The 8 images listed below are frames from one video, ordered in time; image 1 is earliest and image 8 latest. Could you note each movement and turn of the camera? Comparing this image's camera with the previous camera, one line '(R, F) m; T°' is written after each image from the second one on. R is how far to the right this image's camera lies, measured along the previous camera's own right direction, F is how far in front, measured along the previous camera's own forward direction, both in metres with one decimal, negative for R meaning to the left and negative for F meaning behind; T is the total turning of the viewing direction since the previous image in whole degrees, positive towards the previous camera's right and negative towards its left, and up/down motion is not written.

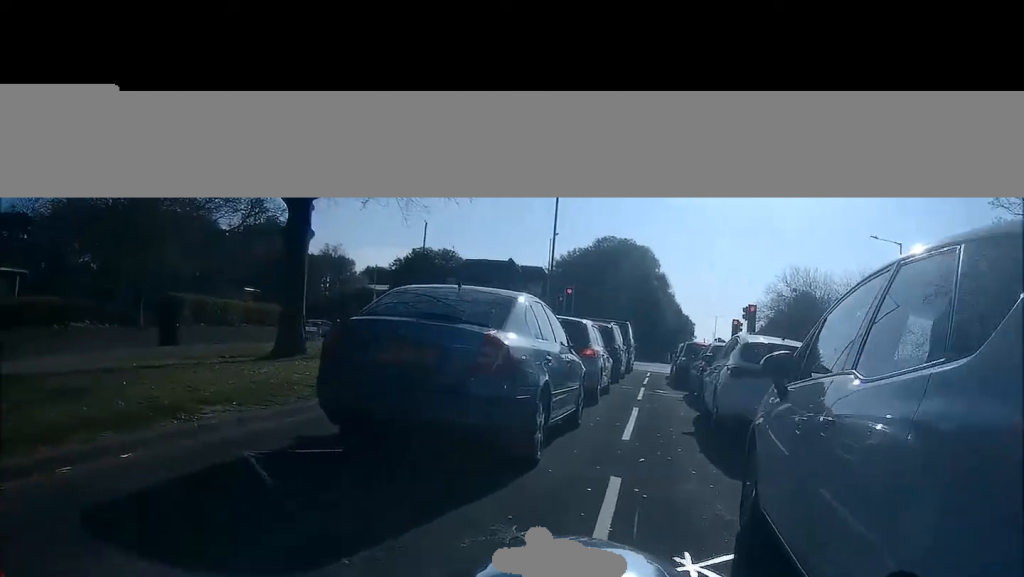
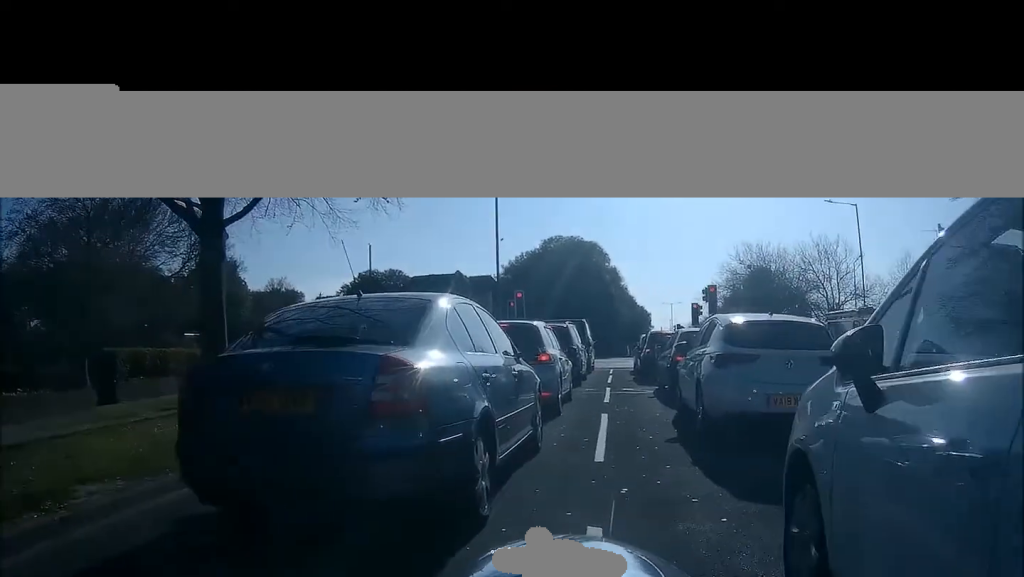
(0.0, +1.5) m; -6°
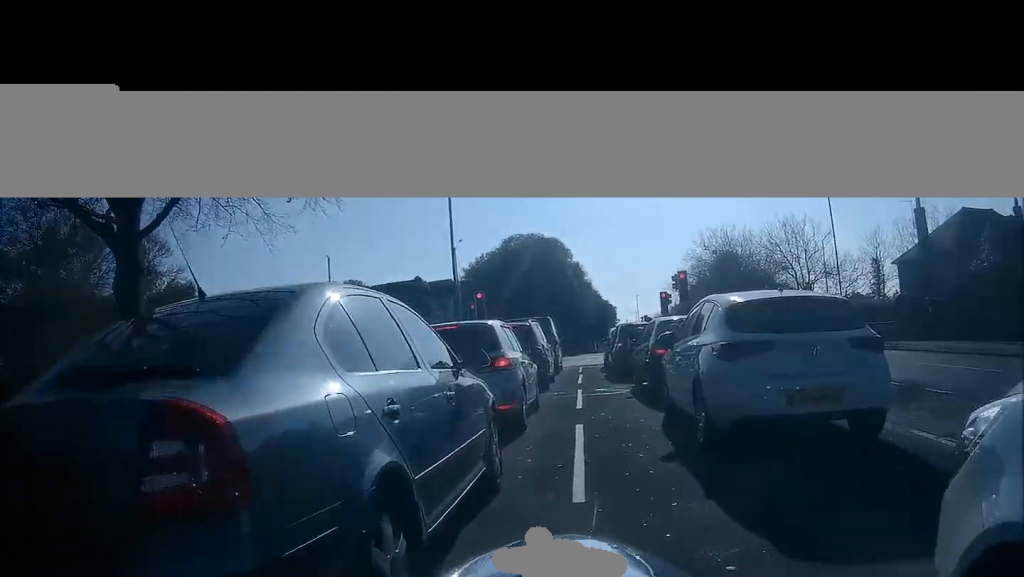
(-0.2, +1.6) m; +1°
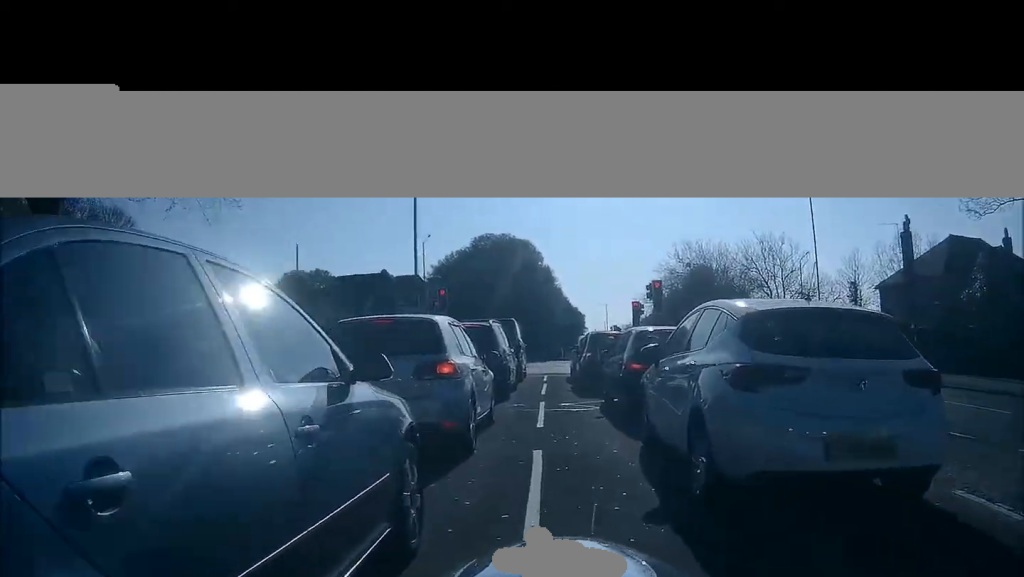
(+0.1, +1.4) m; +4°
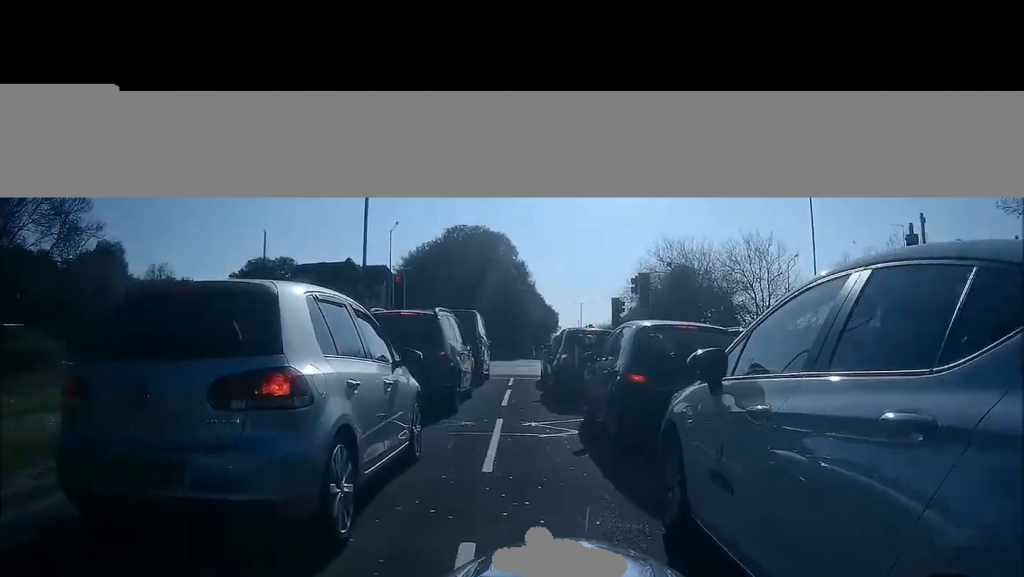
(+0.2, +3.2) m; +4°
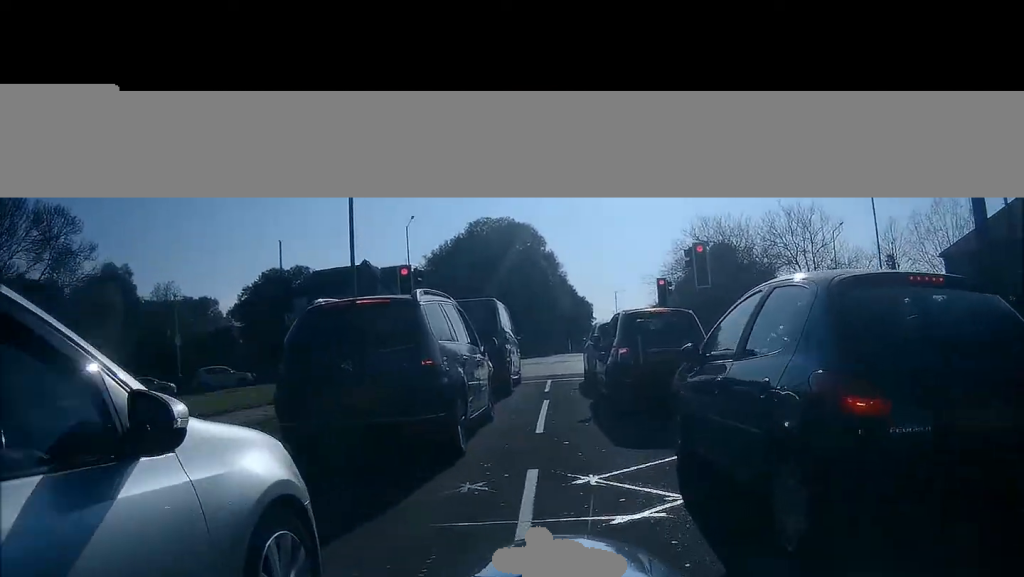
(0.0, +3.9) m; -3°
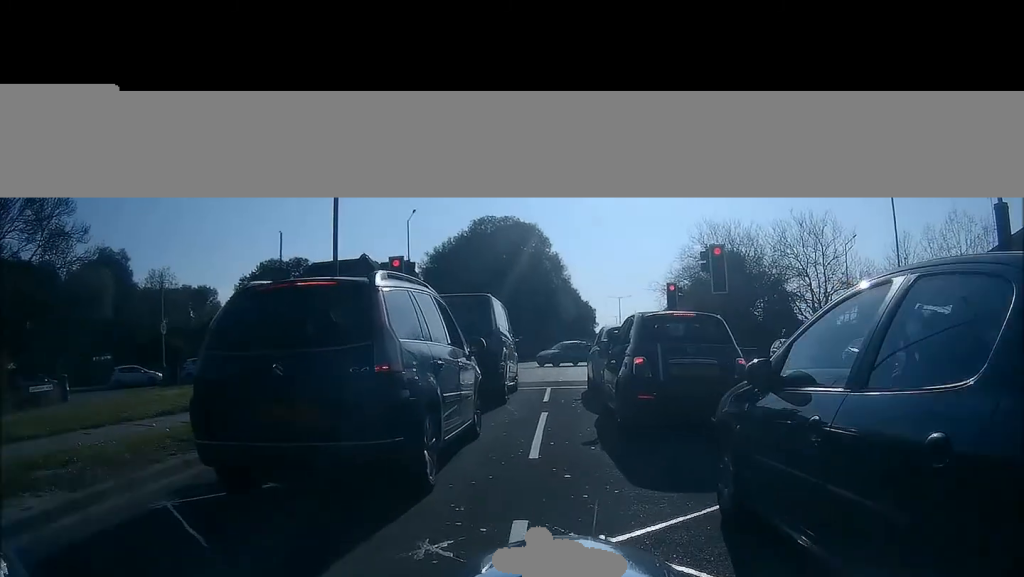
(0.0, +1.2) m; -2°
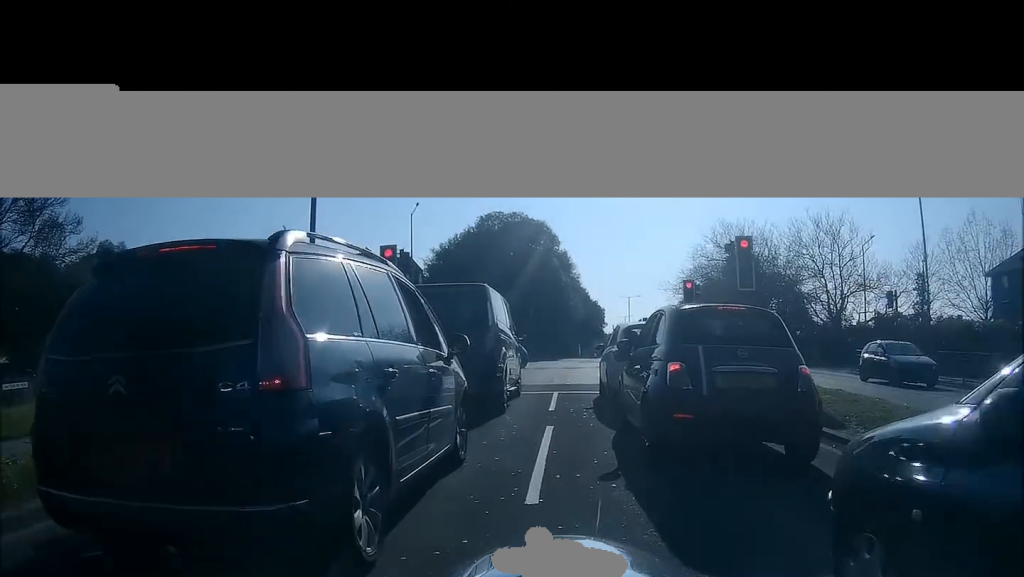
(0.0, +1.5) m; -3°
